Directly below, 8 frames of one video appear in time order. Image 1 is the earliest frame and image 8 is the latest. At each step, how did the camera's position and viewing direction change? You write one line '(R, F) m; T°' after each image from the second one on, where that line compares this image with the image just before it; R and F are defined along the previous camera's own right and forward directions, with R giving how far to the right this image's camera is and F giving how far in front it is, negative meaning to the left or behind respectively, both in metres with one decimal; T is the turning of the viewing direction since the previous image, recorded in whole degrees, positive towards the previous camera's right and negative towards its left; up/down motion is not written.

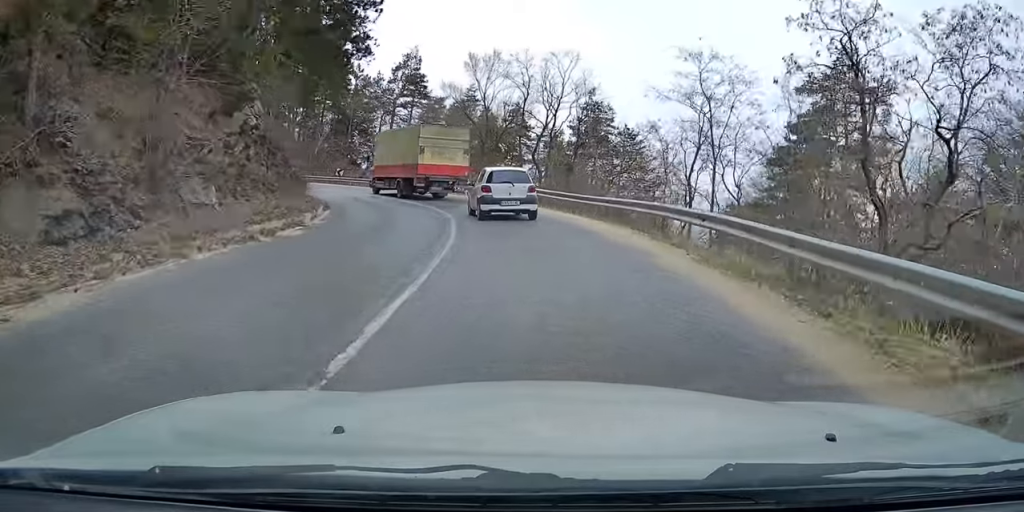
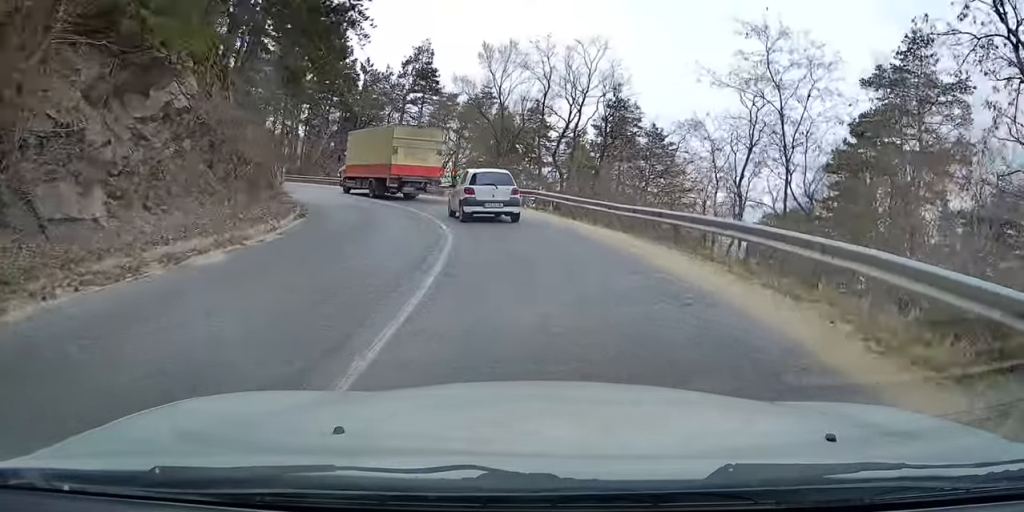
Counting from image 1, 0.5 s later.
(-0.1, +4.7) m; -2°
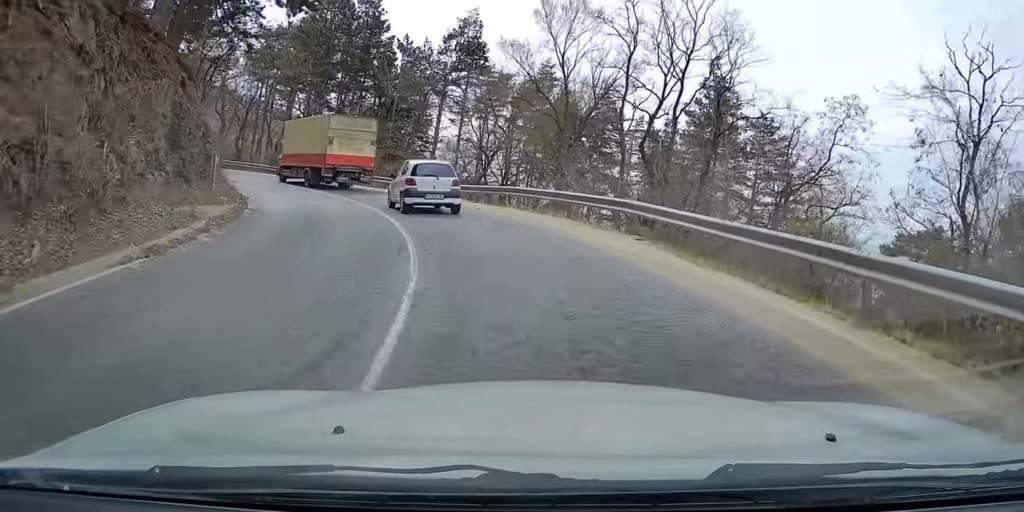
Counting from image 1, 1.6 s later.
(-0.5, +11.3) m; -8°
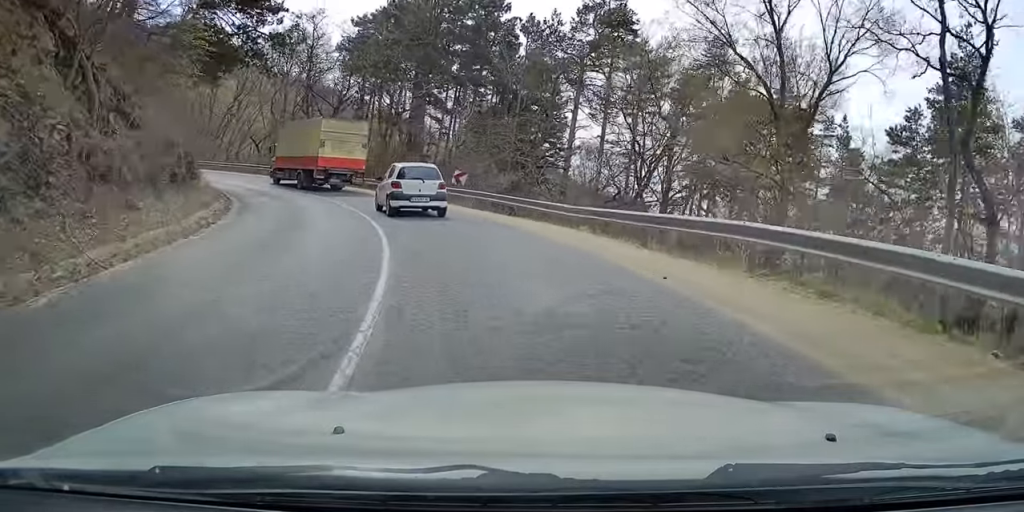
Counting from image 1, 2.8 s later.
(-1.4, +12.9) m; -12°
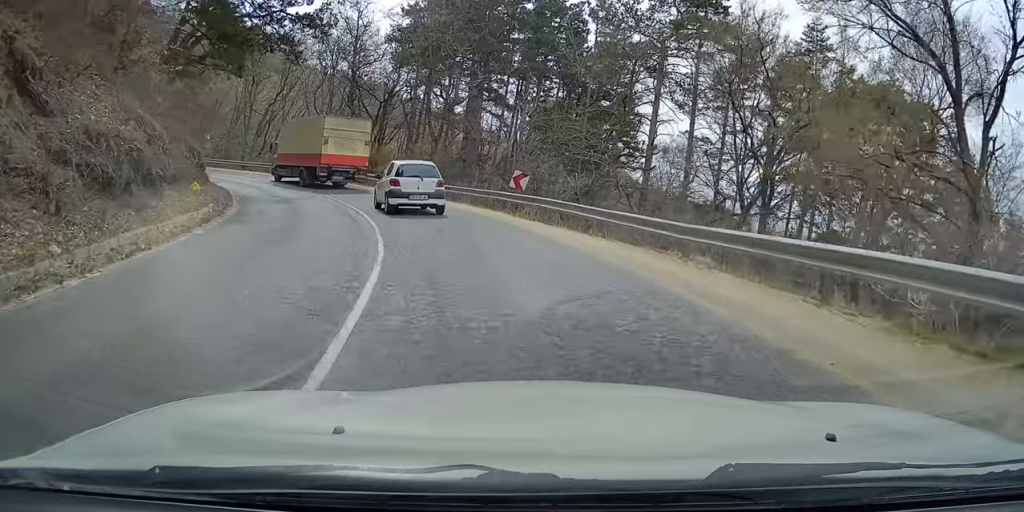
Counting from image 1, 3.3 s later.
(-0.3, +5.7) m; -5°
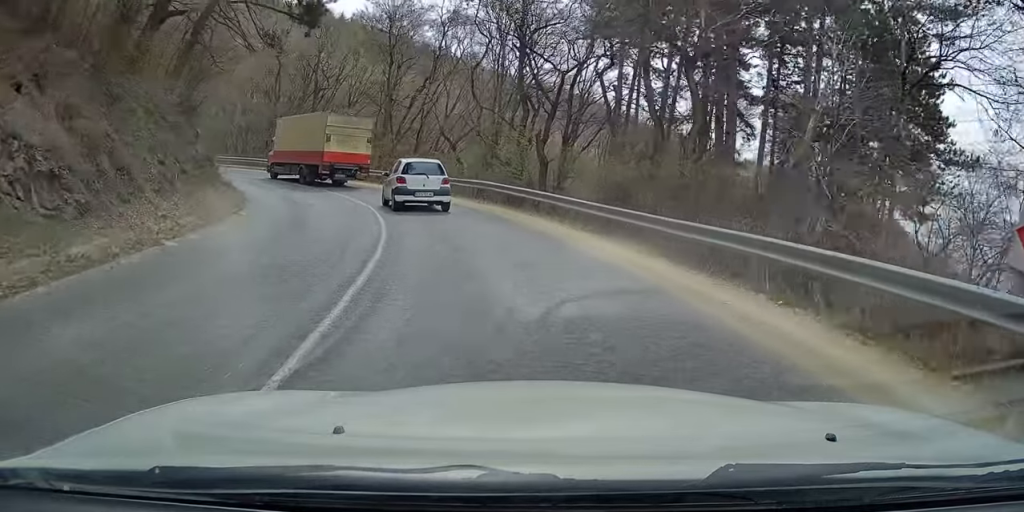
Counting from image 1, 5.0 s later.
(-2.2, +17.9) m; -16°
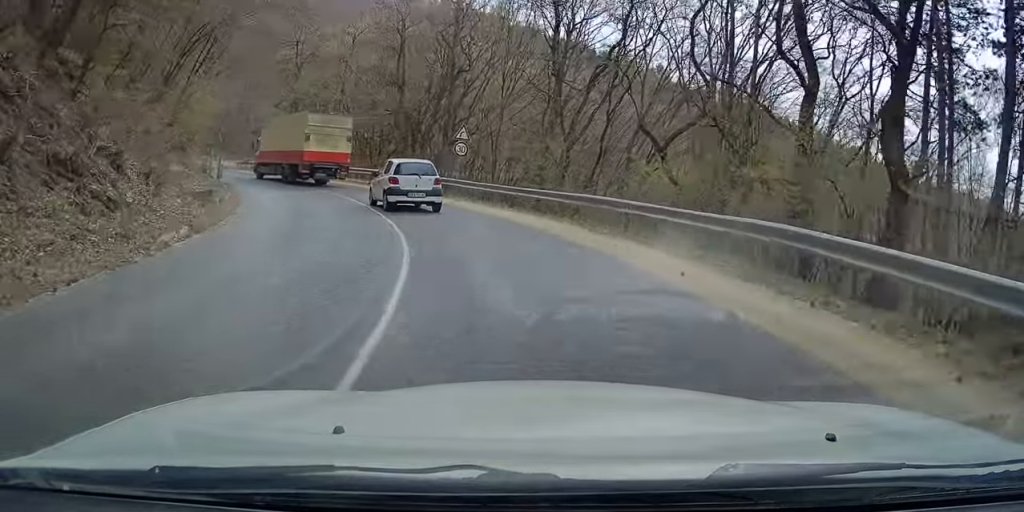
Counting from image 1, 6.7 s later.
(-2.3, +17.2) m; -12°
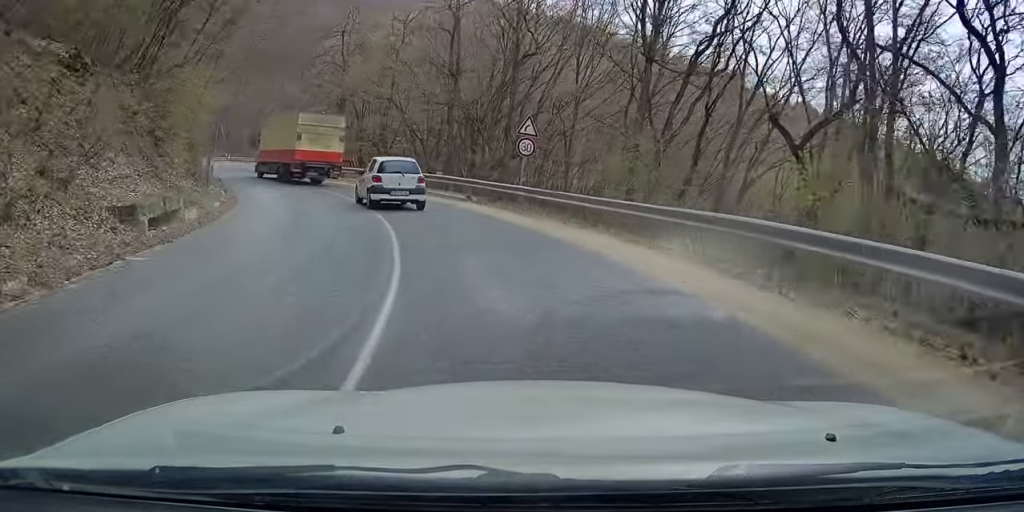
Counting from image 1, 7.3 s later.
(-0.2, +6.8) m; -4°
